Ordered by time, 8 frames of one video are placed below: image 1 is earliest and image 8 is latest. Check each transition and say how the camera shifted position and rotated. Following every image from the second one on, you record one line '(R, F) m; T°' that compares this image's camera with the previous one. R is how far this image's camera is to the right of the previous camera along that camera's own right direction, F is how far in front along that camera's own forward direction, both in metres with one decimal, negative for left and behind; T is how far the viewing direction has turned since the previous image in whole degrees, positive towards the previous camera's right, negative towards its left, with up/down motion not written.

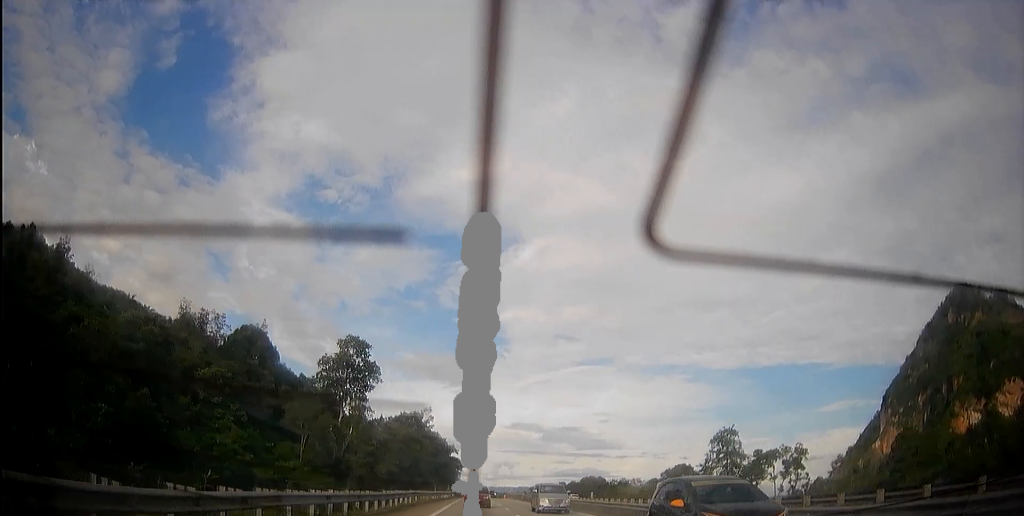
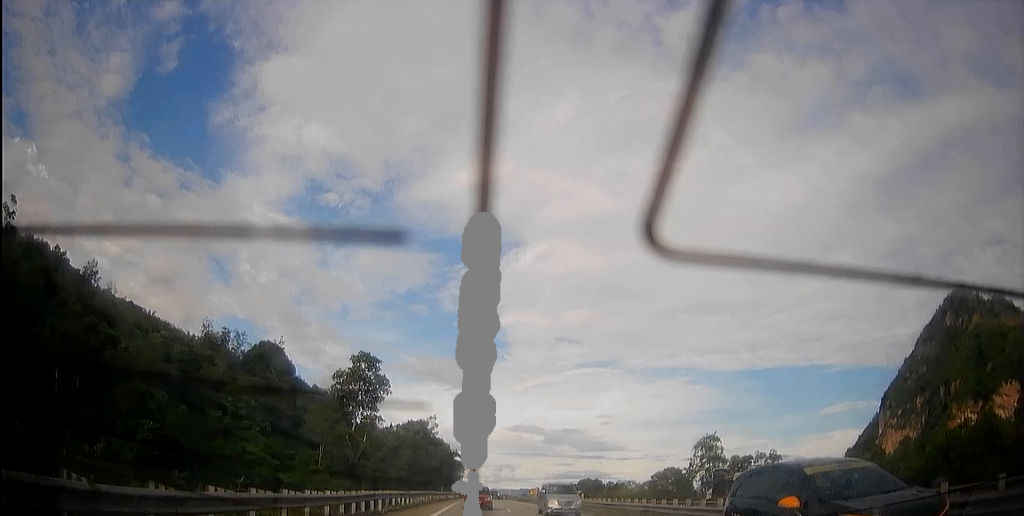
(0.0, +10.8) m; 0°
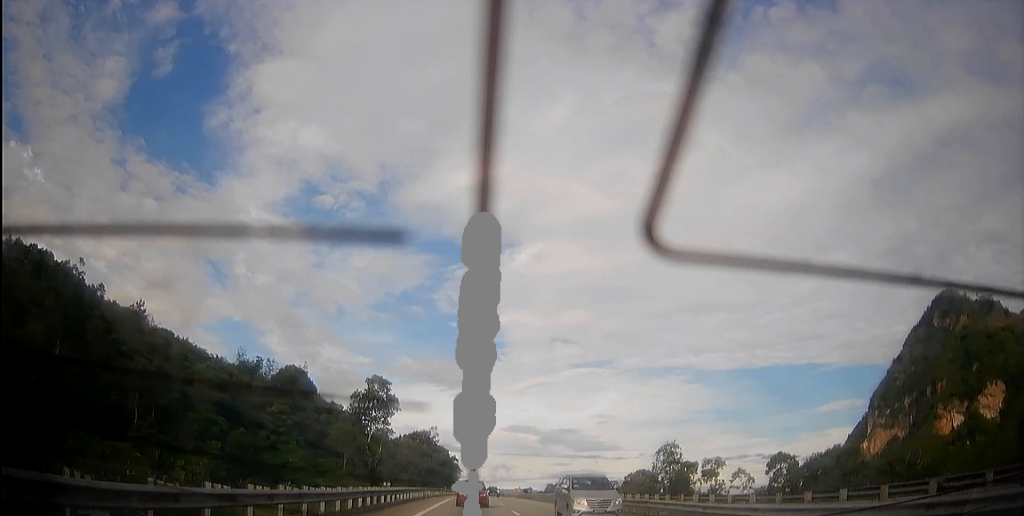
(+0.1, +25.0) m; 0°
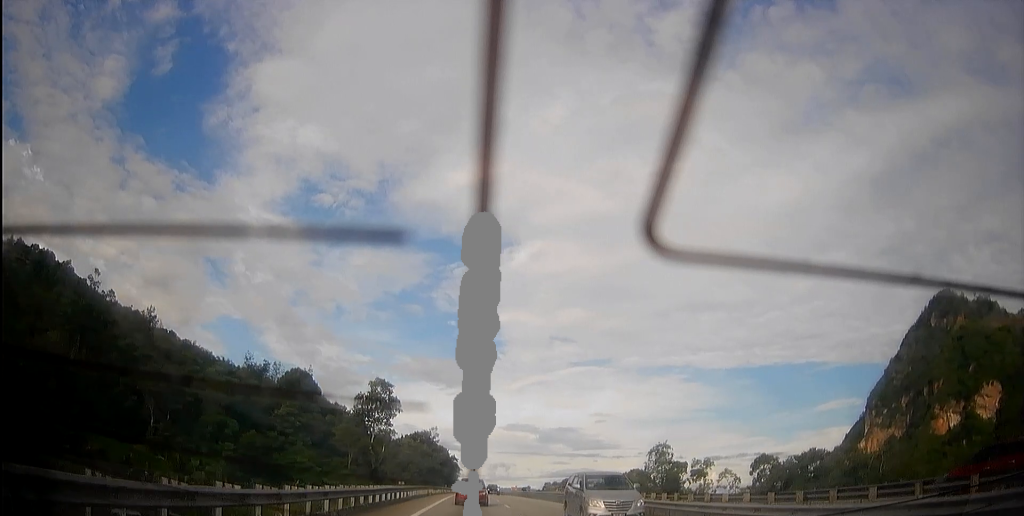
(0.0, +6.1) m; 0°
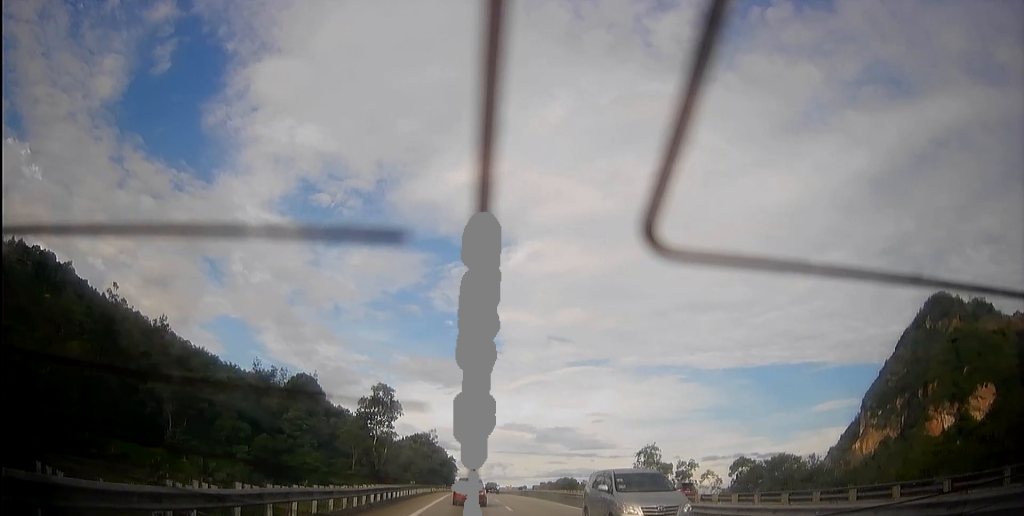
(0.0, +8.3) m; 0°
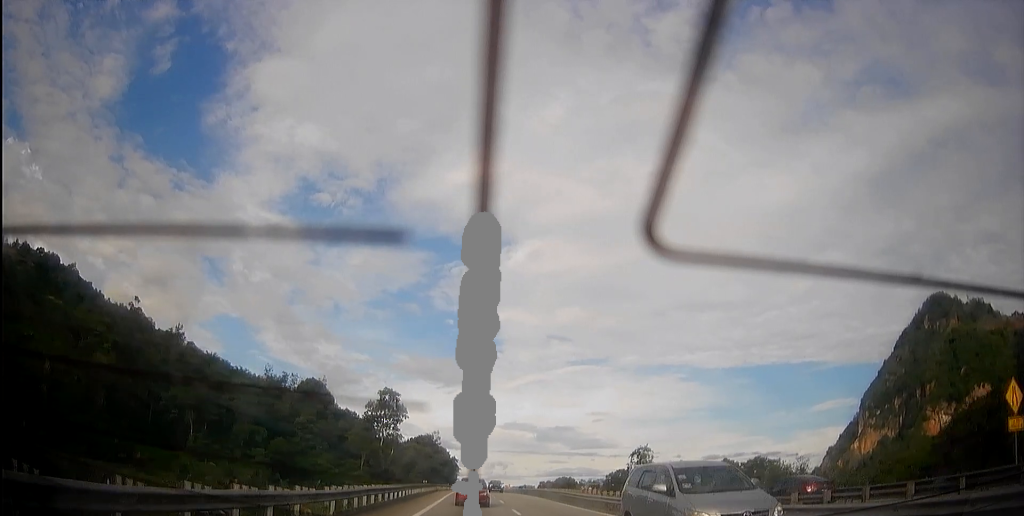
(0.0, +9.5) m; 0°
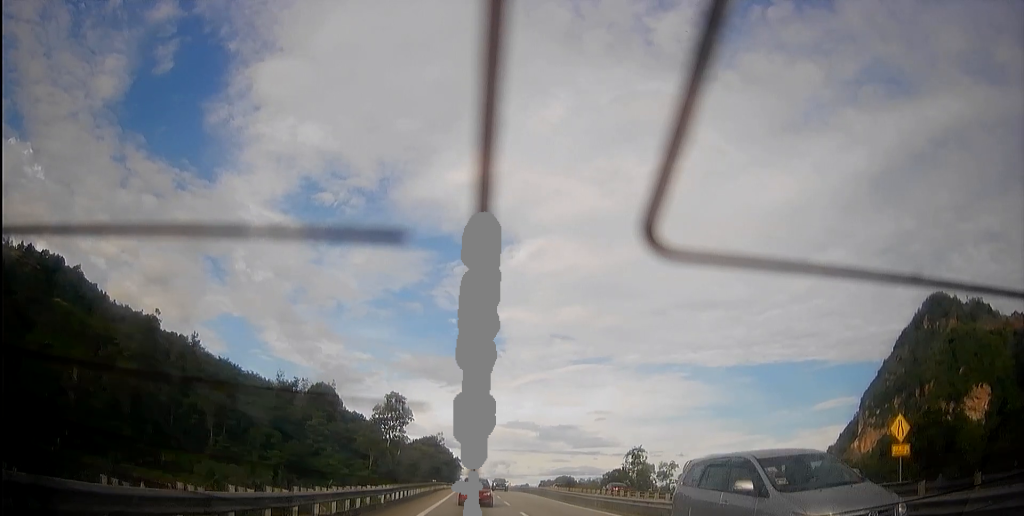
(0.0, +8.5) m; 0°
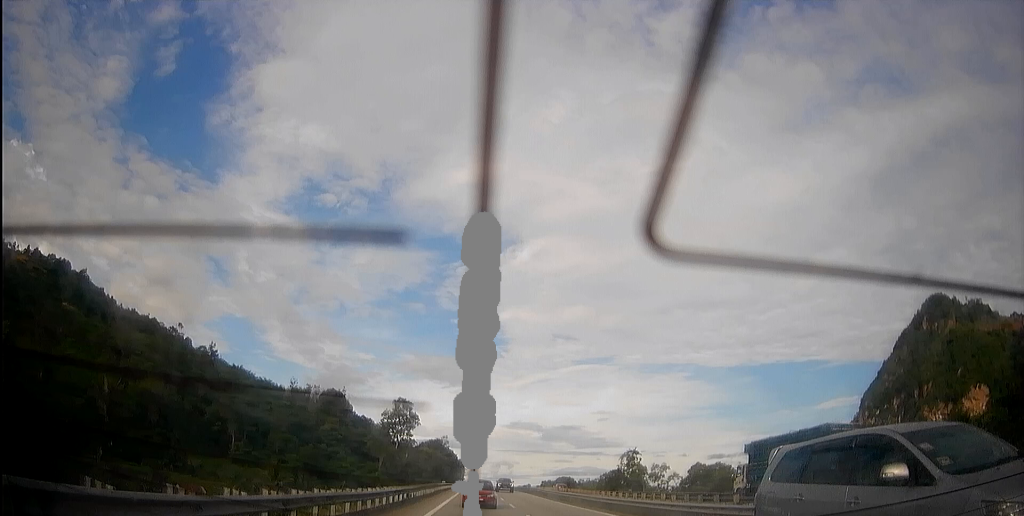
(0.0, +10.8) m; 0°
